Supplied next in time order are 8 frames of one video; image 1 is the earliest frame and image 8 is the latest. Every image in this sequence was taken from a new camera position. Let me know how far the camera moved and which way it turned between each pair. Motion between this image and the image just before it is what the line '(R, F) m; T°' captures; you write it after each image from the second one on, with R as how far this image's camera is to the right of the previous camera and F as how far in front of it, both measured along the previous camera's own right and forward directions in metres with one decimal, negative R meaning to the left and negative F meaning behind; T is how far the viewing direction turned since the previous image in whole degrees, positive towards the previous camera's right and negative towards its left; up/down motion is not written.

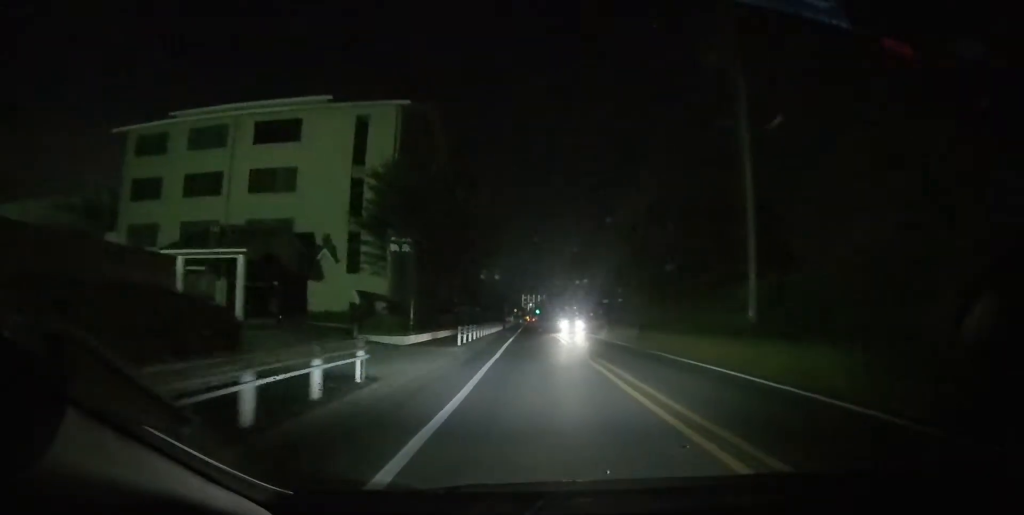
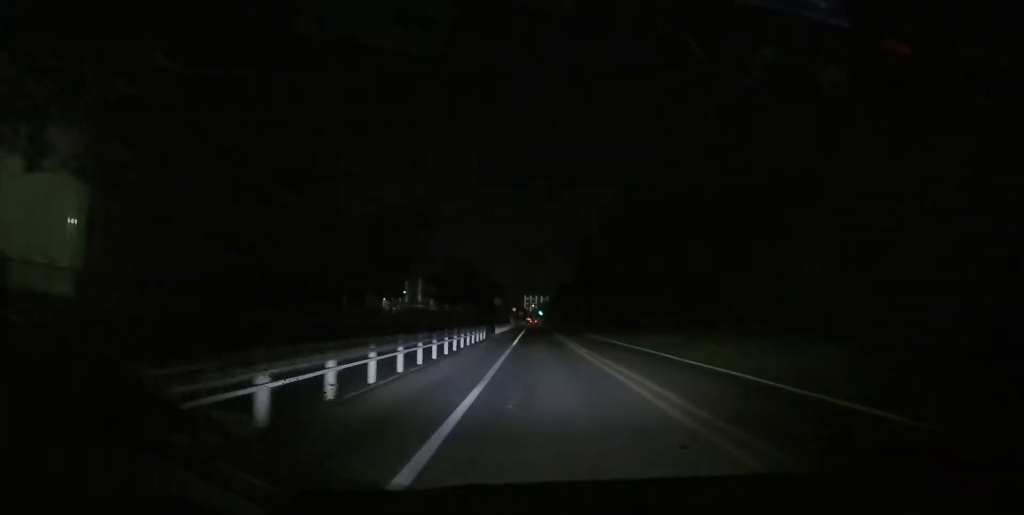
(0.0, +24.9) m; 0°
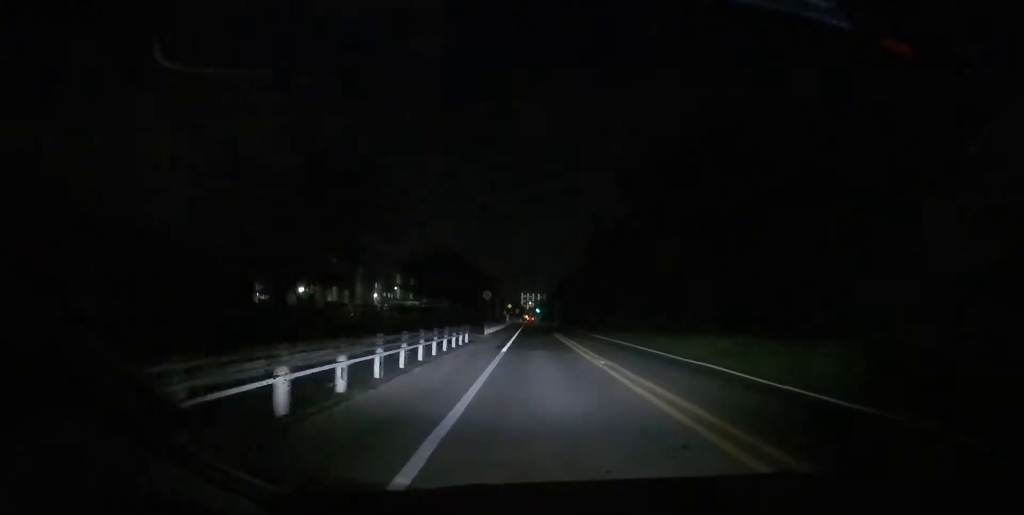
(0.0, +7.5) m; 0°
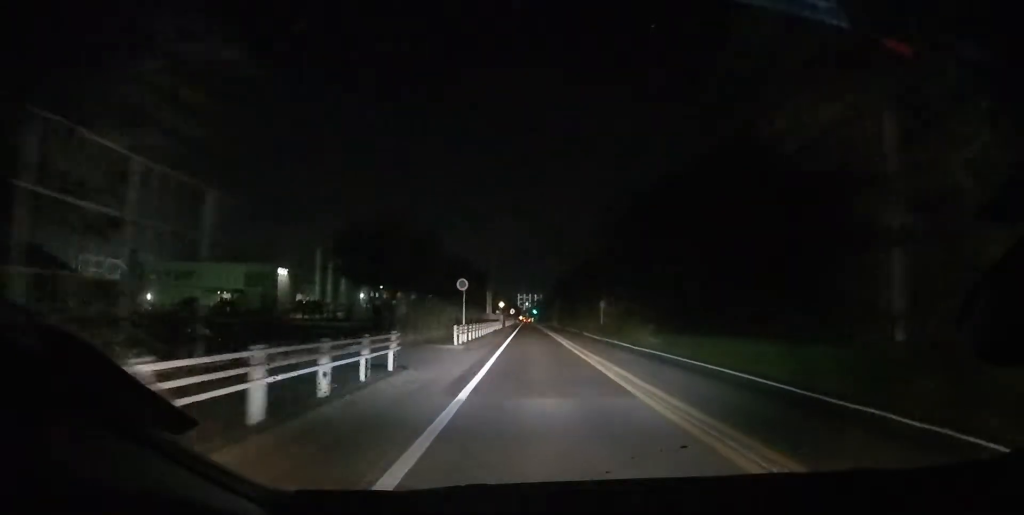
(0.0, +12.5) m; 0°
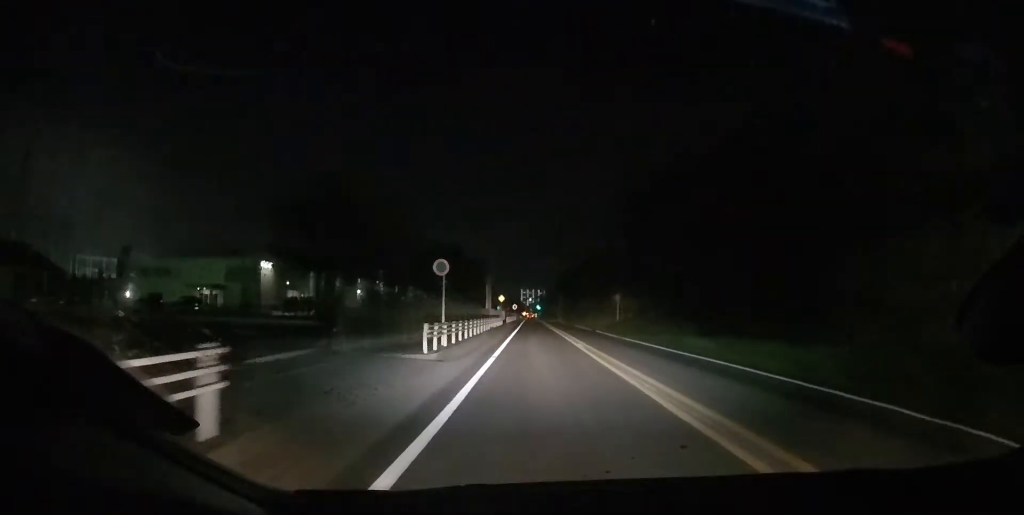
(0.0, +7.0) m; 0°
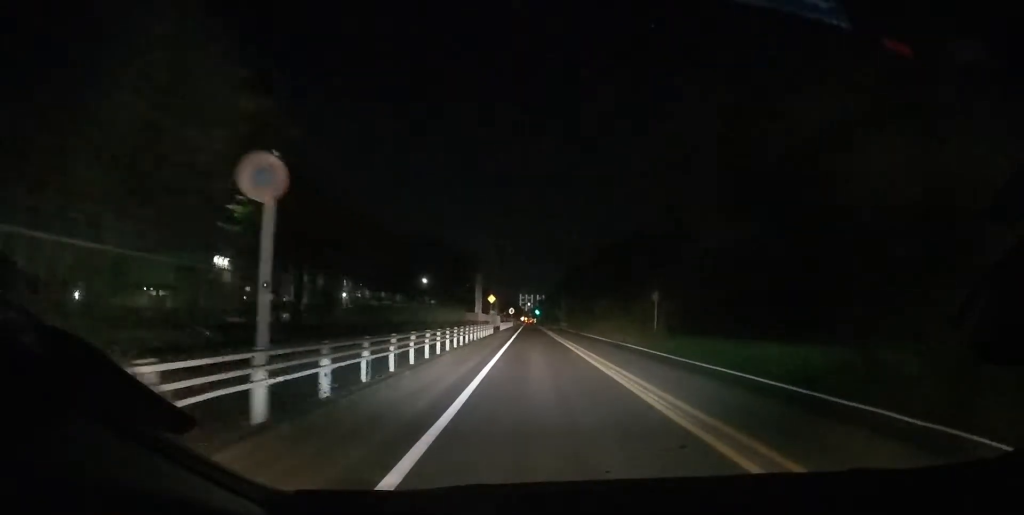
(+0.1, +13.0) m; 0°
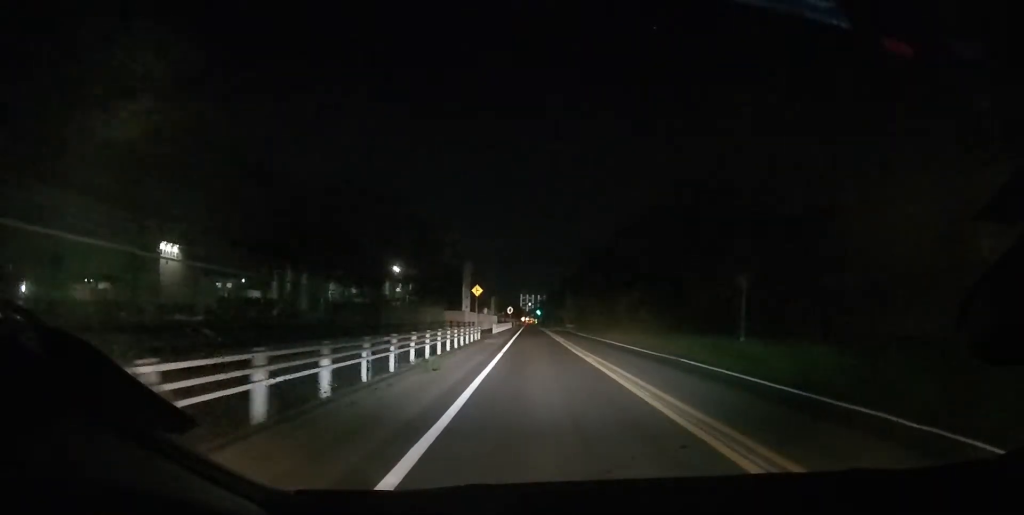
(0.0, +12.0) m; 0°
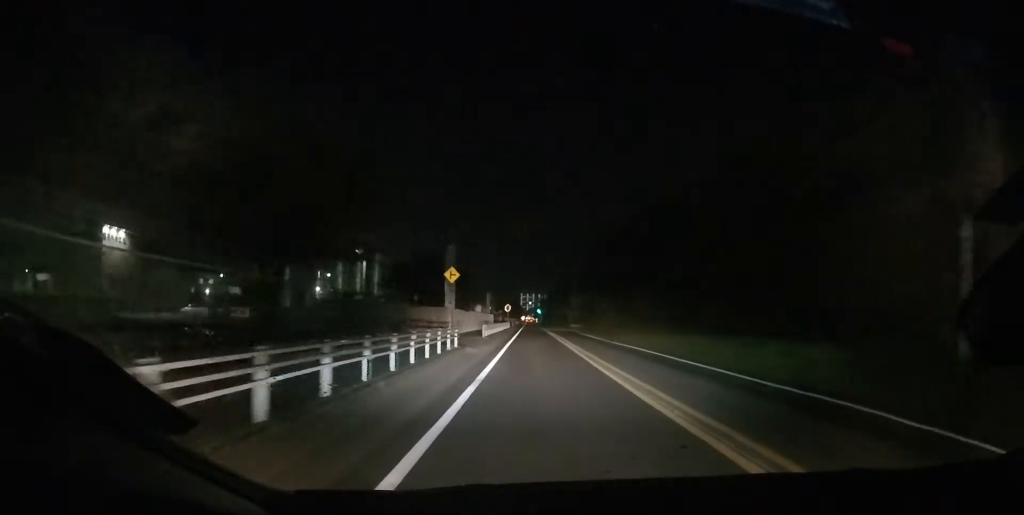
(0.0, +10.0) m; 0°
